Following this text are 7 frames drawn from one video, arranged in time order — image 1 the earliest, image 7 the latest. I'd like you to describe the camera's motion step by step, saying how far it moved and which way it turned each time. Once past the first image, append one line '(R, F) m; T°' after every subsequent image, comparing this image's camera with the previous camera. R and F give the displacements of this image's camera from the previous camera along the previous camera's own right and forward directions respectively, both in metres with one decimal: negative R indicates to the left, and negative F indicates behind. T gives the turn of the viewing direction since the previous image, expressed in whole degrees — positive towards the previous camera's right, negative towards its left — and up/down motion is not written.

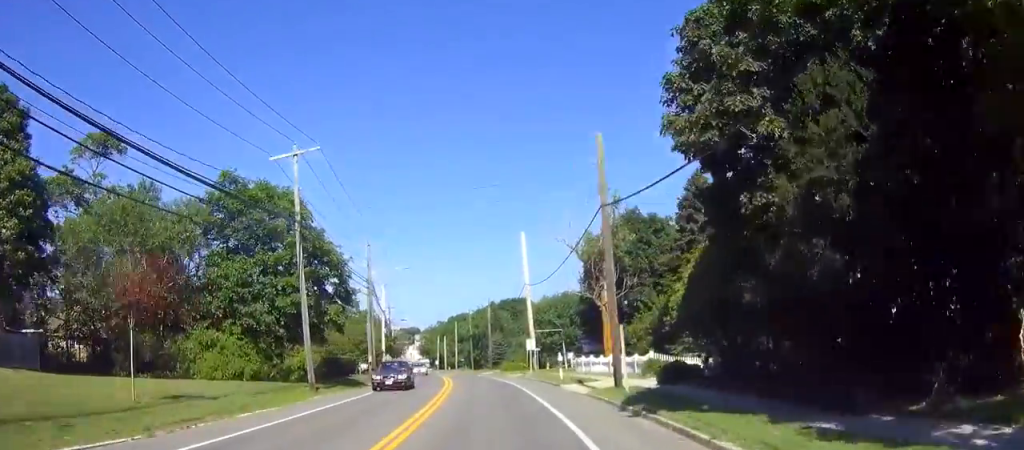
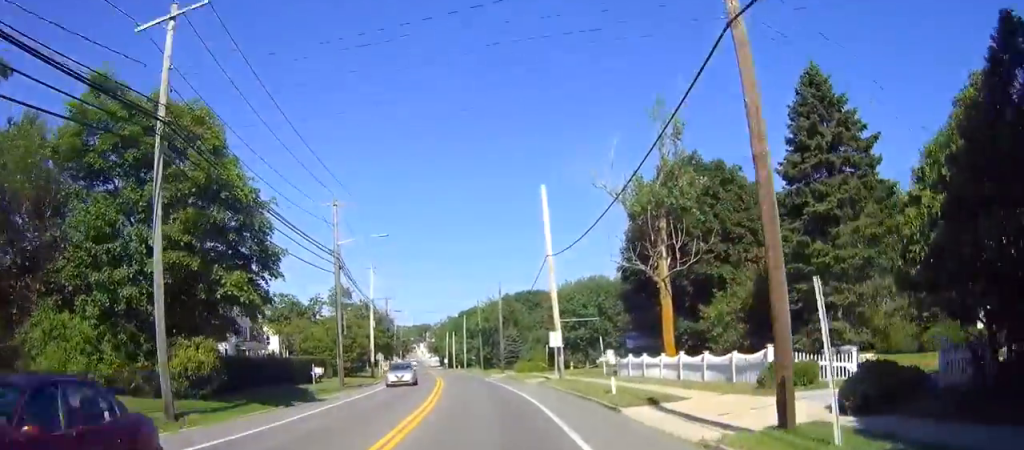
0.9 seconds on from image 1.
(0.0, +13.3) m; 0°
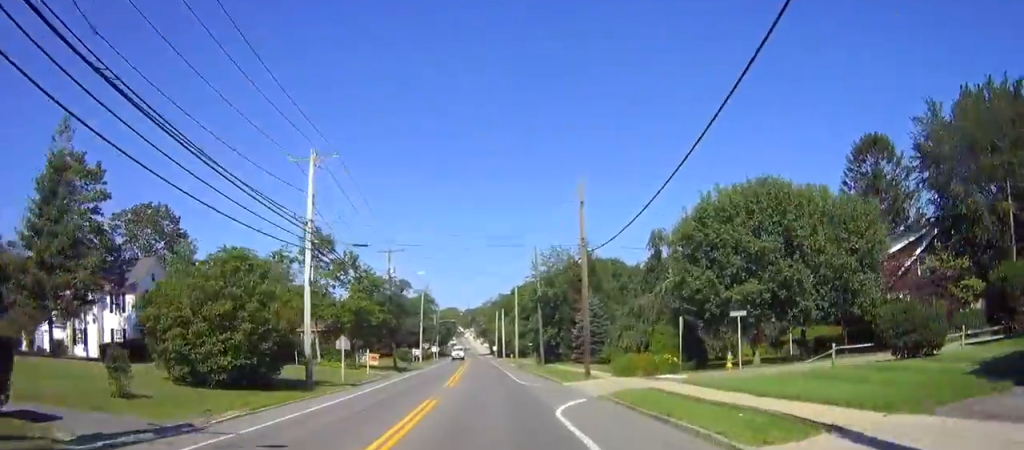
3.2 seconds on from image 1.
(0.0, +33.4) m; -1°
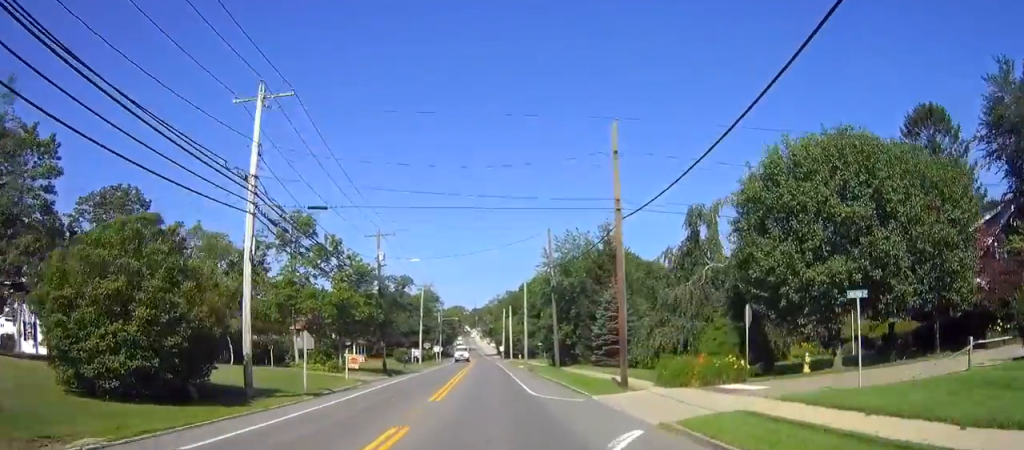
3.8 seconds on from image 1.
(+0.1, +7.9) m; -1°
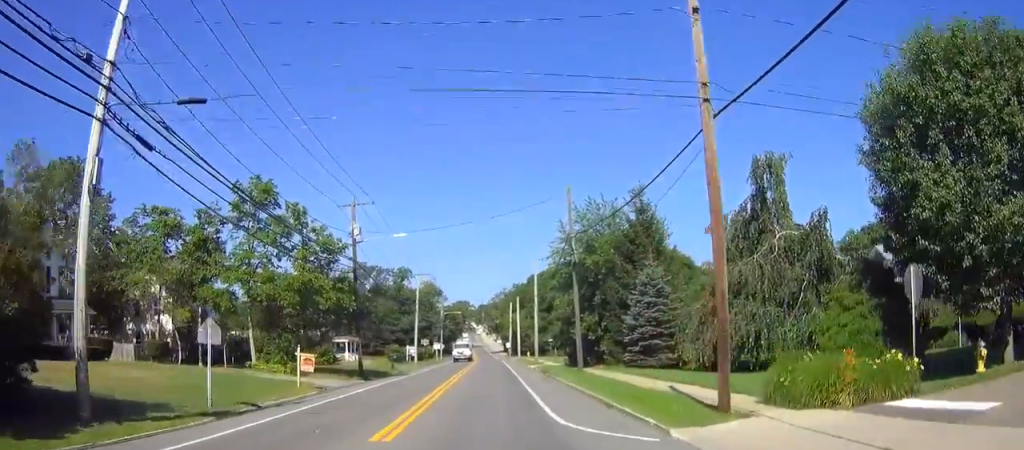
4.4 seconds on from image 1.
(-0.3, +10.0) m; -2°
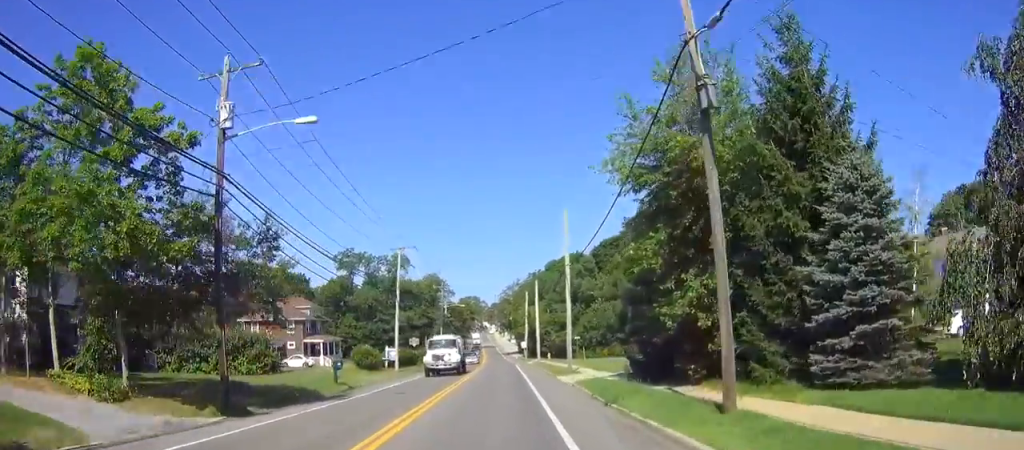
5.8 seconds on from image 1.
(-0.4, +20.9) m; -2°
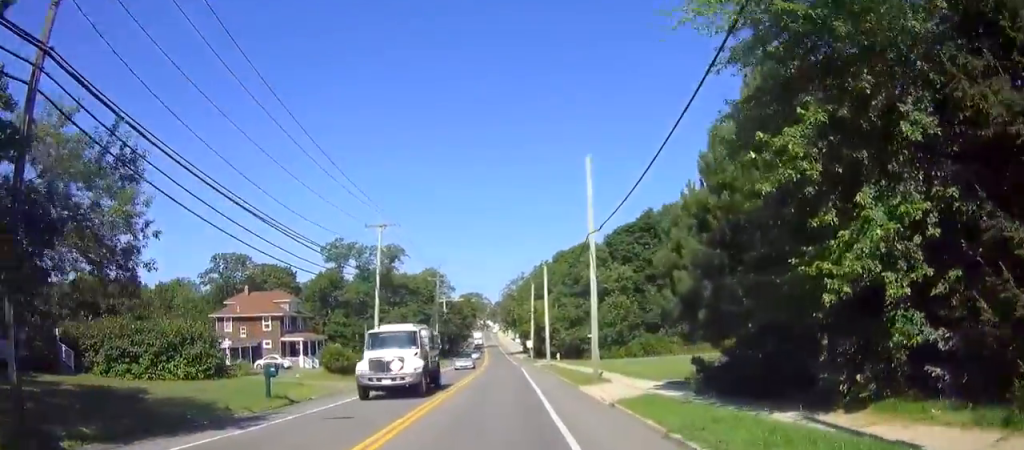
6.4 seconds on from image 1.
(-0.1, +10.0) m; 0°
